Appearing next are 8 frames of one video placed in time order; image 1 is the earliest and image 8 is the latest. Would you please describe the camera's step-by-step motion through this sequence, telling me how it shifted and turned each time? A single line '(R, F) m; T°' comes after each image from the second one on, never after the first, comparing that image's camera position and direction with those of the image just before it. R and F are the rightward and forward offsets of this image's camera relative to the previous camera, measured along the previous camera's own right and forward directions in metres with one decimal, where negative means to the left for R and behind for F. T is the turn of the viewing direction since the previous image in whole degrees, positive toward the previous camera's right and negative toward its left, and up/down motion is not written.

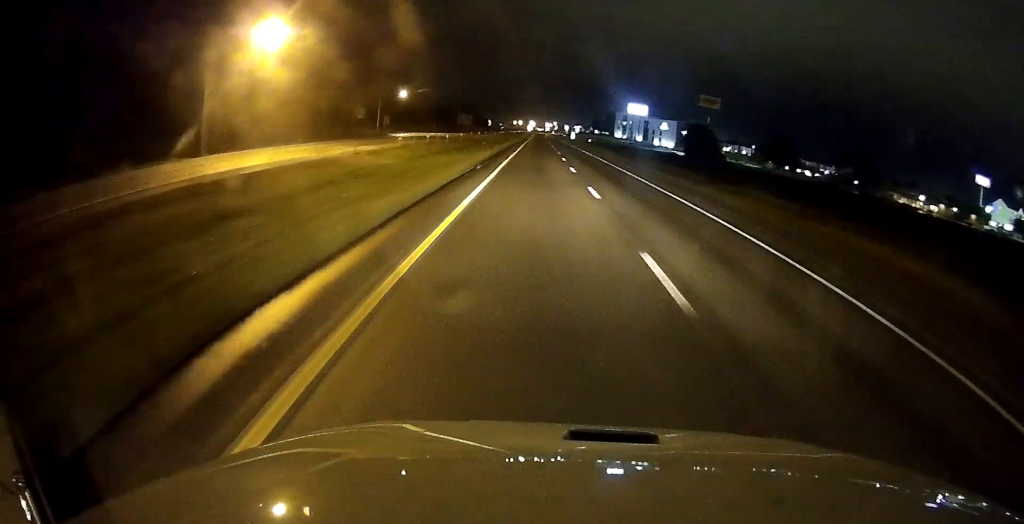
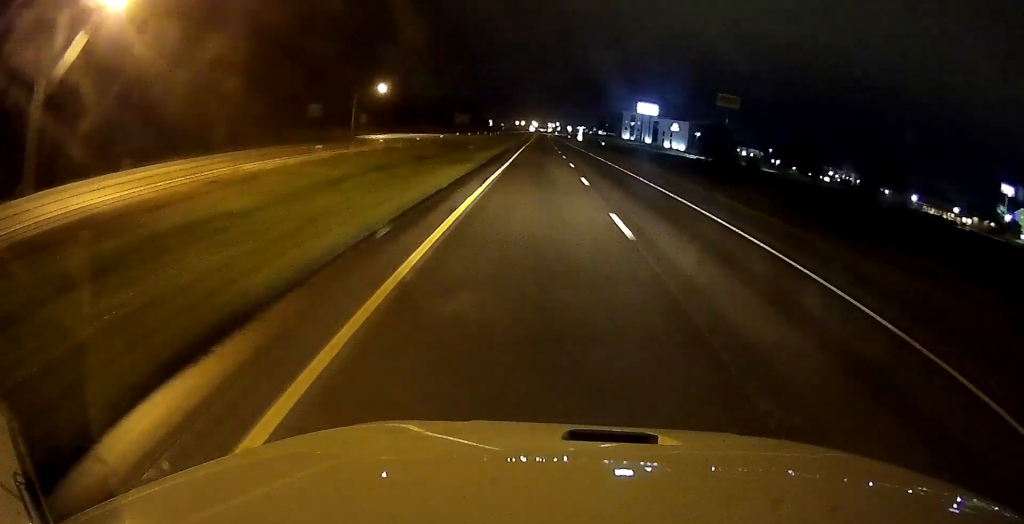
(0.0, +19.1) m; 0°
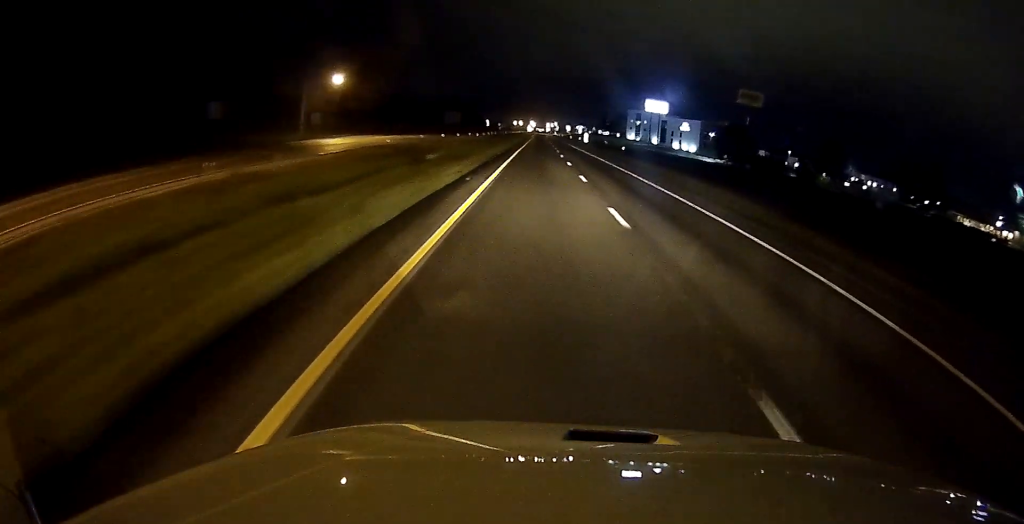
(0.0, +23.2) m; 0°
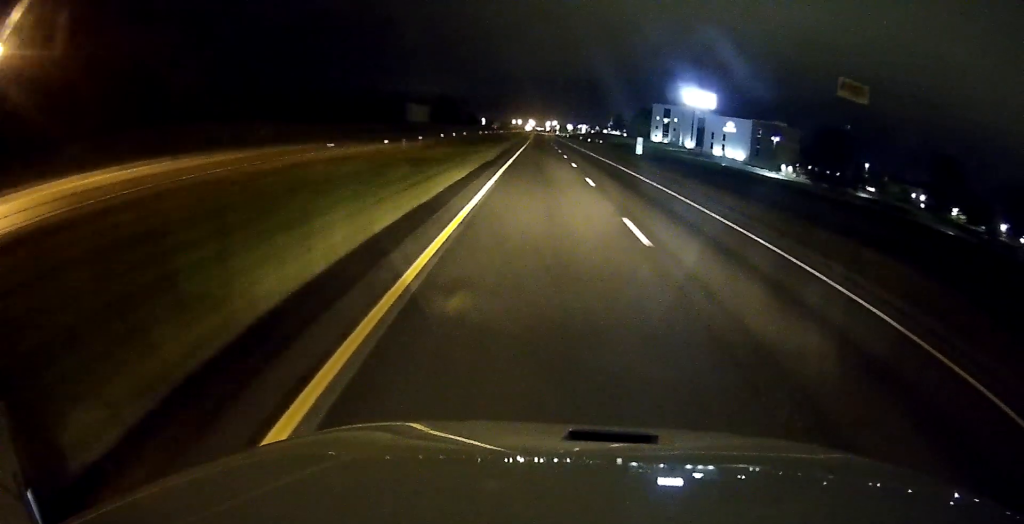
(0.0, +62.6) m; 0°
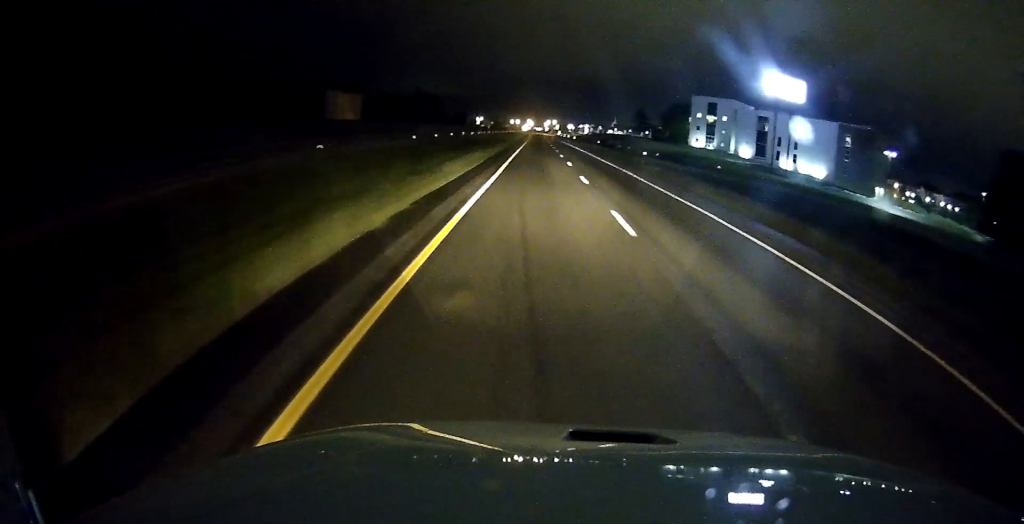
(+0.2, +59.8) m; 0°
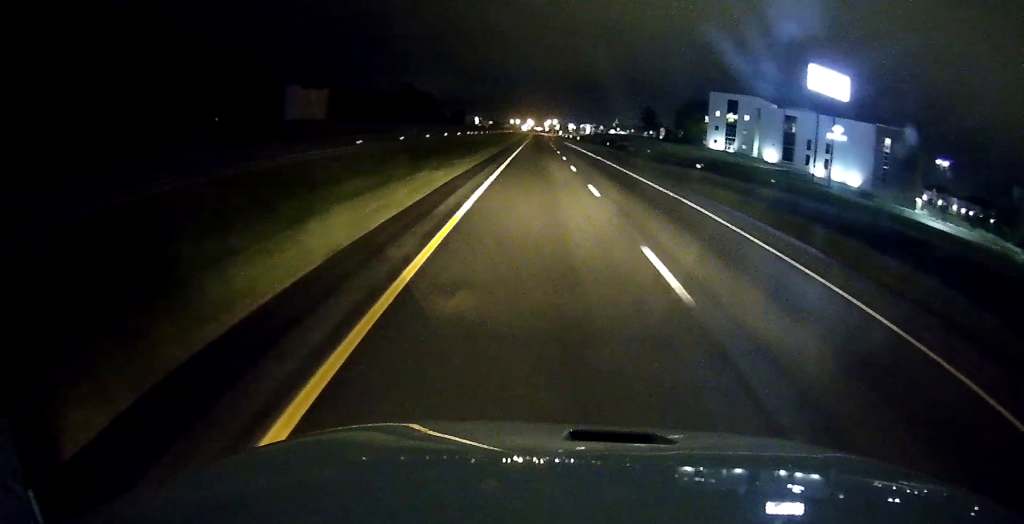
(+0.1, +17.3) m; 0°
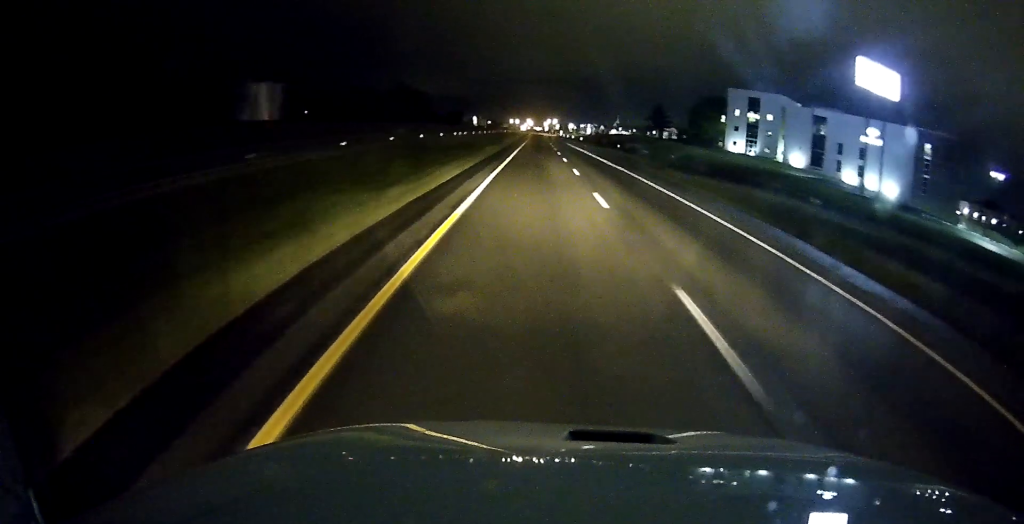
(-0.1, +15.3) m; 0°
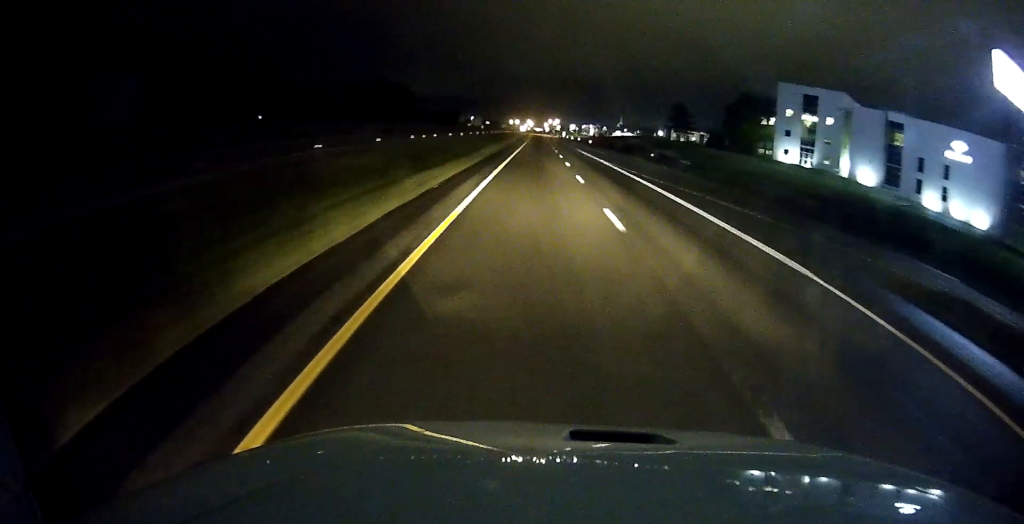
(-0.1, +28.5) m; 0°
